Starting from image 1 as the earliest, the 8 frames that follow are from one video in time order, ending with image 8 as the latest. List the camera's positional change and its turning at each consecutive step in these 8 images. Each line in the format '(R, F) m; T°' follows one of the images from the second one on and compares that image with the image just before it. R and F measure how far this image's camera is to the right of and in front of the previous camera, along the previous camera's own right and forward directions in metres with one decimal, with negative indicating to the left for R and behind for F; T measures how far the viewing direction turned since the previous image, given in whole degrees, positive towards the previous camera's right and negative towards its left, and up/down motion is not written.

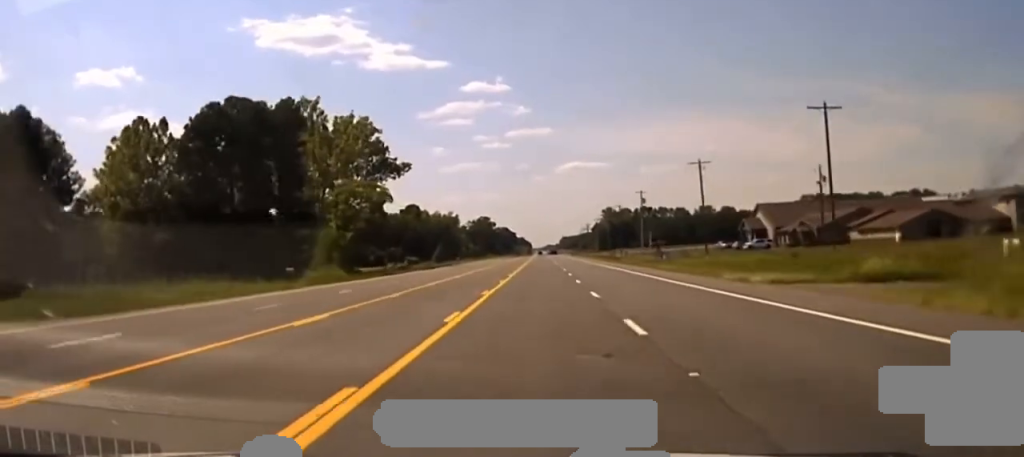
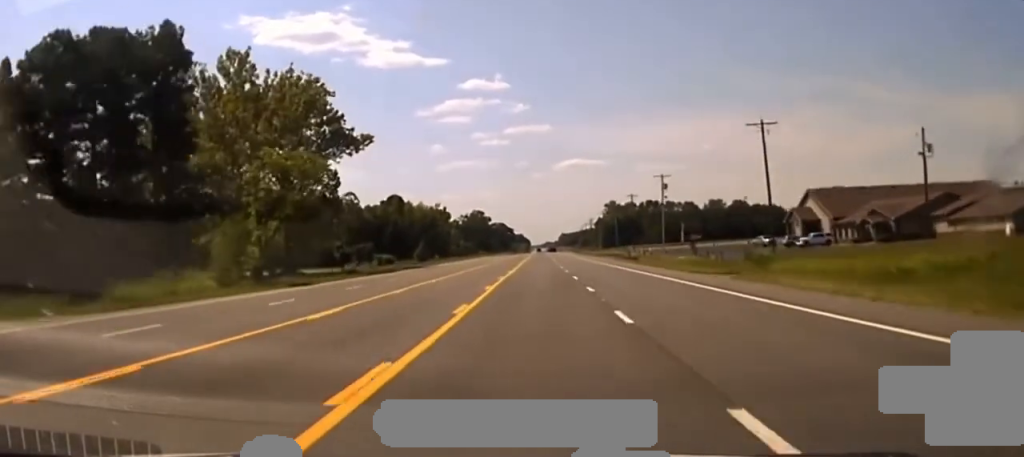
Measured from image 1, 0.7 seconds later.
(0.0, +30.4) m; 0°
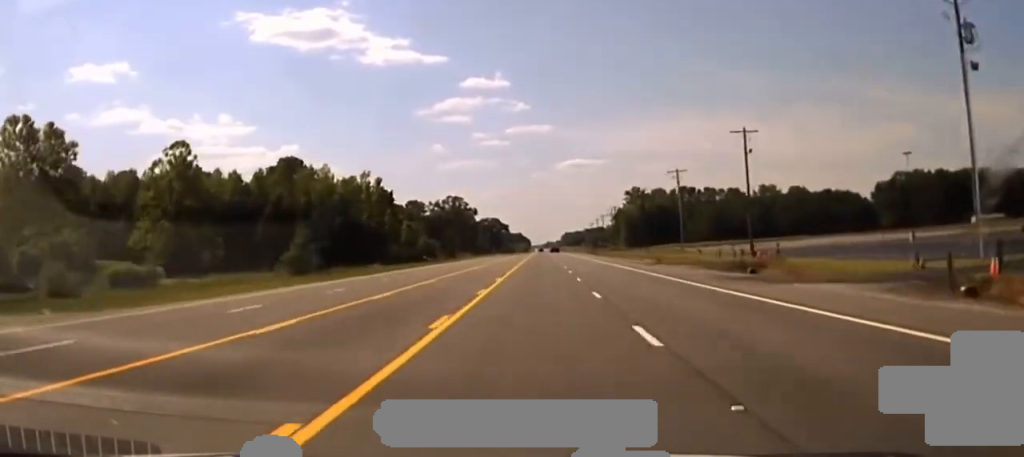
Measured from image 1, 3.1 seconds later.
(+0.5, +120.7) m; 0°
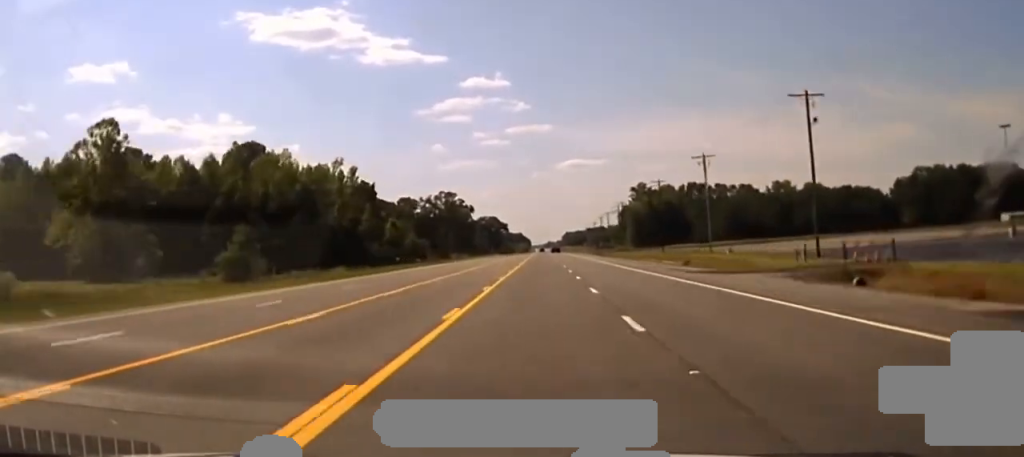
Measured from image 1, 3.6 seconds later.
(-0.1, +23.6) m; 0°
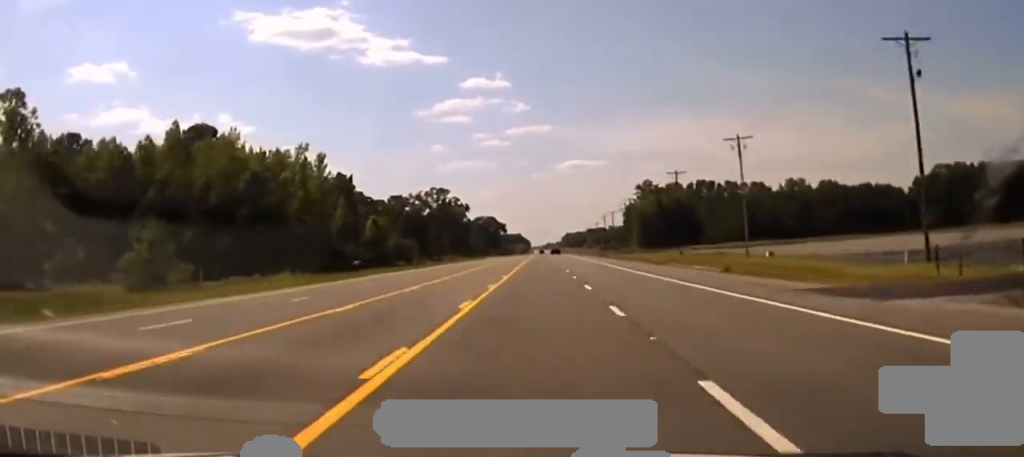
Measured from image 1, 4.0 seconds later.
(0.0, +21.5) m; 0°
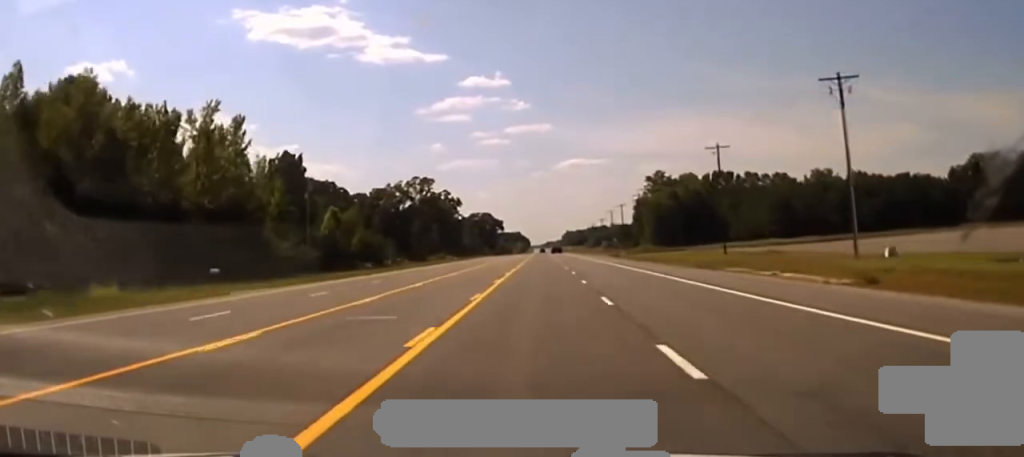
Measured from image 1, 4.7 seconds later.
(0.0, +33.3) m; 0°
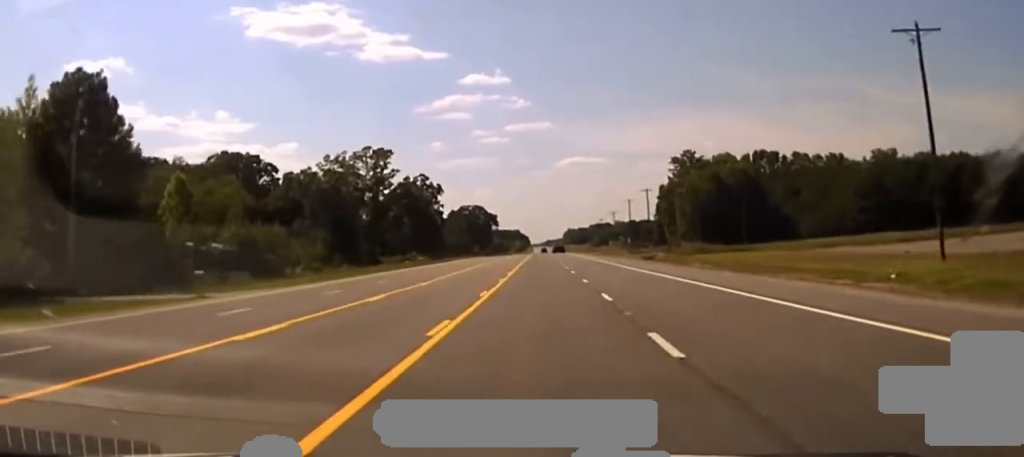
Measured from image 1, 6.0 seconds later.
(0.0, +55.1) m; 0°
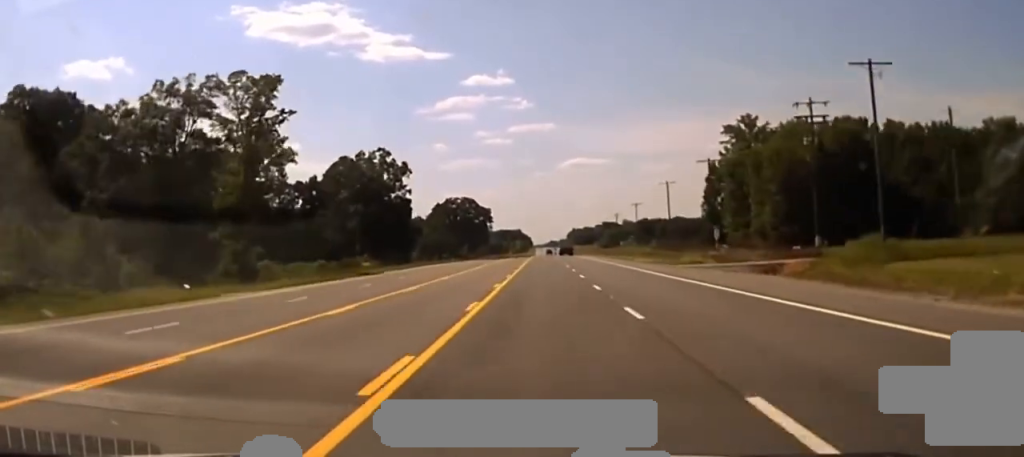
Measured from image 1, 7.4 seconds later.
(0.0, +57.4) m; 0°
